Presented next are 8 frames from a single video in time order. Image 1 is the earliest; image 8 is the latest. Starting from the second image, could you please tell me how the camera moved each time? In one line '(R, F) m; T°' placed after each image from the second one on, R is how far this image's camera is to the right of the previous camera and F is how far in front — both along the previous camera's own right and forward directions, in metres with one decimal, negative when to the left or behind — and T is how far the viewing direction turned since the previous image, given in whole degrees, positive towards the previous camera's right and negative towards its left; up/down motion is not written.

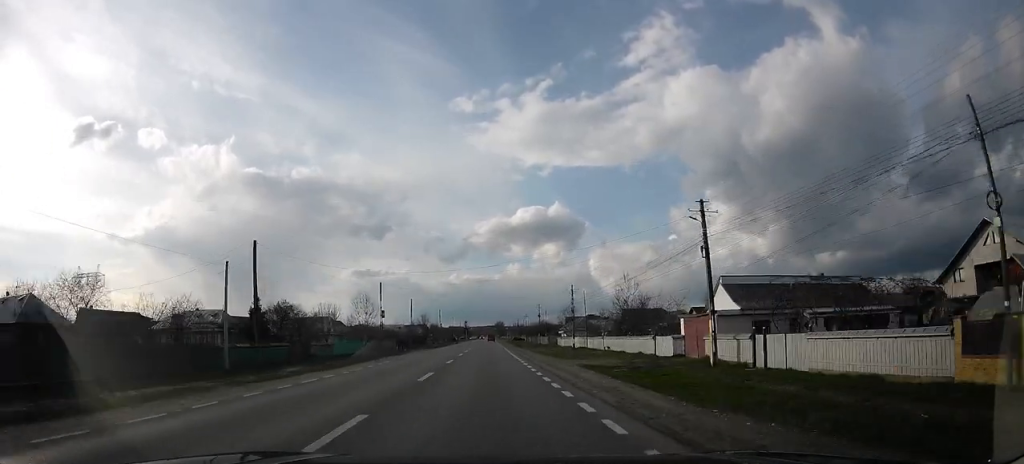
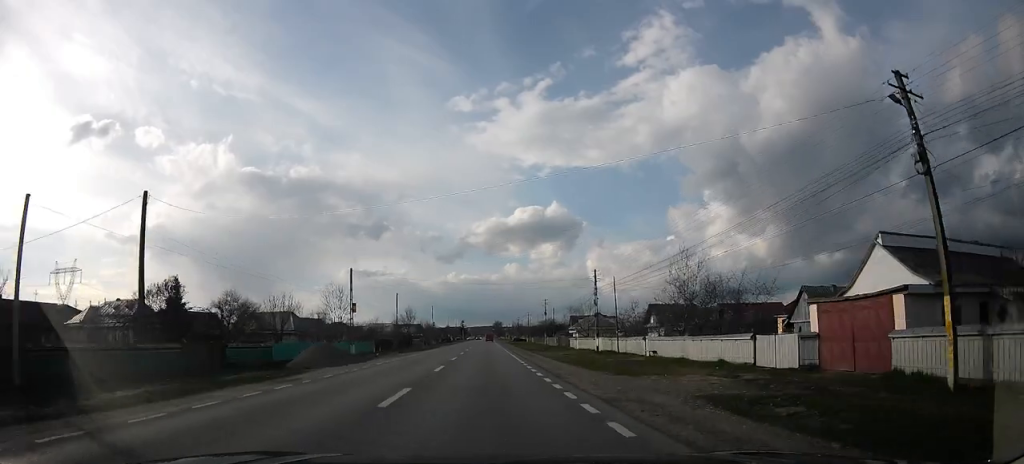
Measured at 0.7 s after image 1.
(+0.1, +14.0) m; 0°
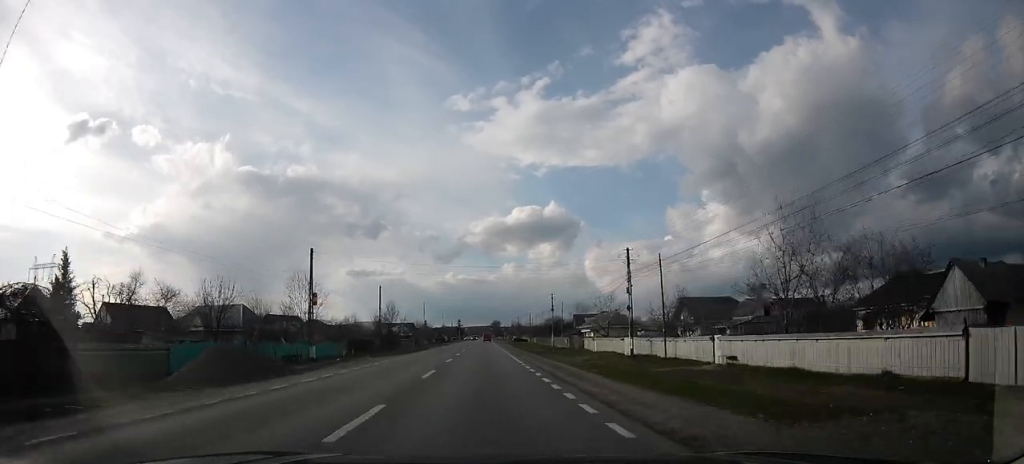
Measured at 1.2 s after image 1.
(0.0, +11.9) m; 0°
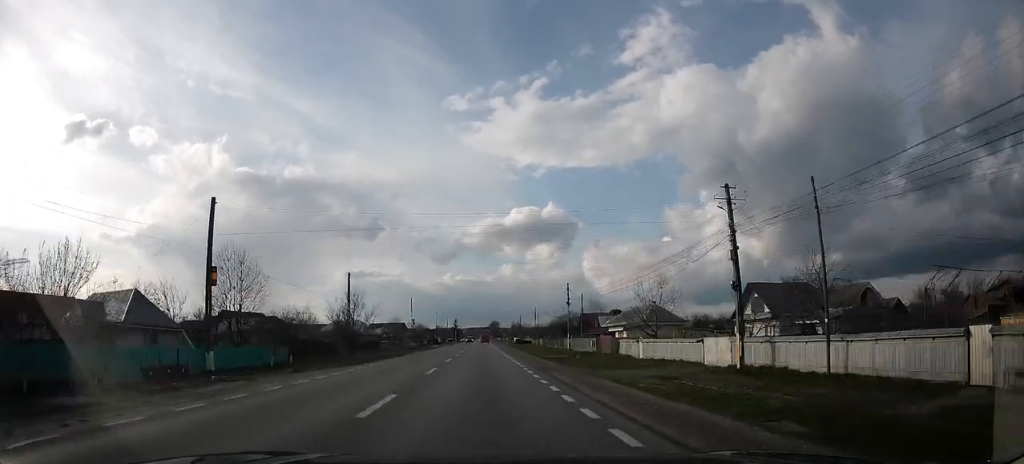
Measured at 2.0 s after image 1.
(0.0, +16.0) m; +1°
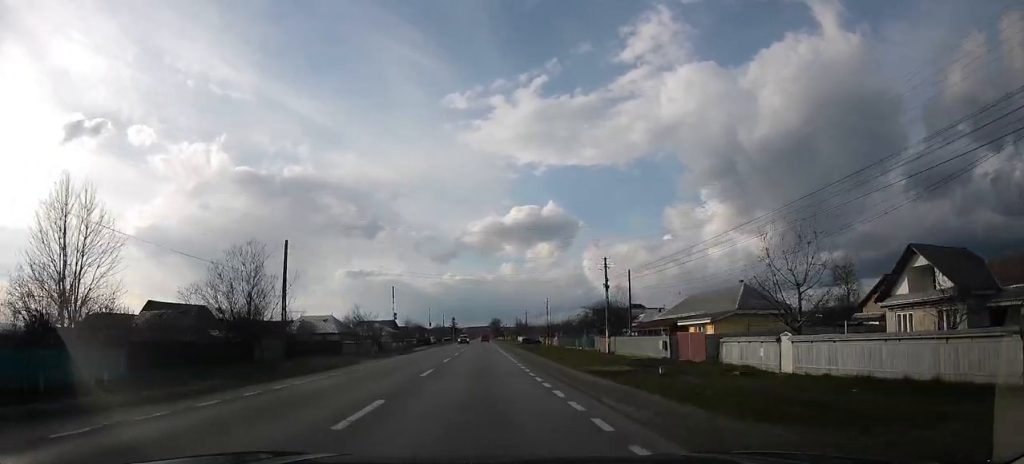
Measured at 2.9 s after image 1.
(+0.1, +18.9) m; +1°
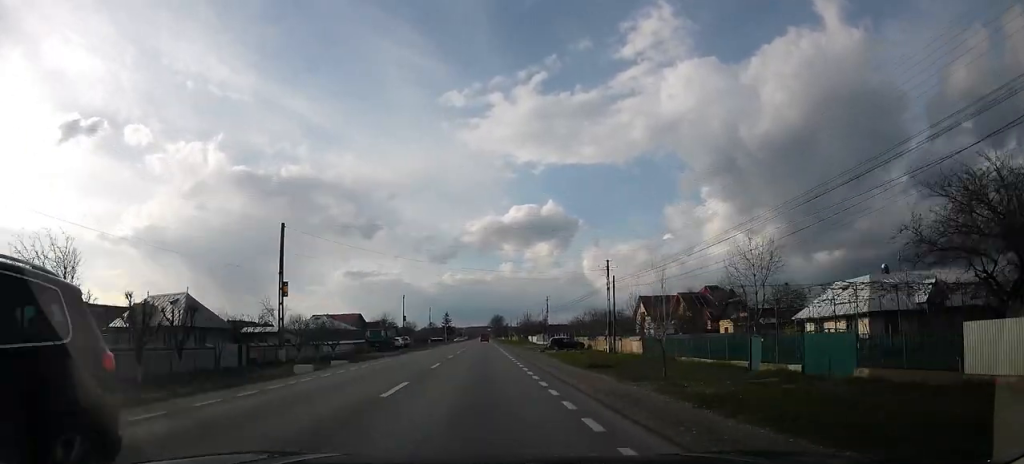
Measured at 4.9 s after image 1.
(+0.4, +41.7) m; +1°
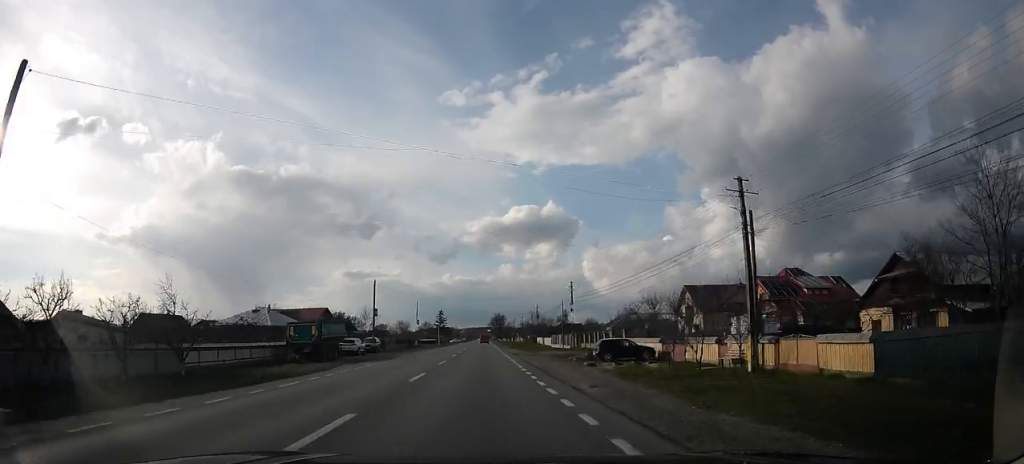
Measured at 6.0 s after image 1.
(0.0, +23.5) m; 0°
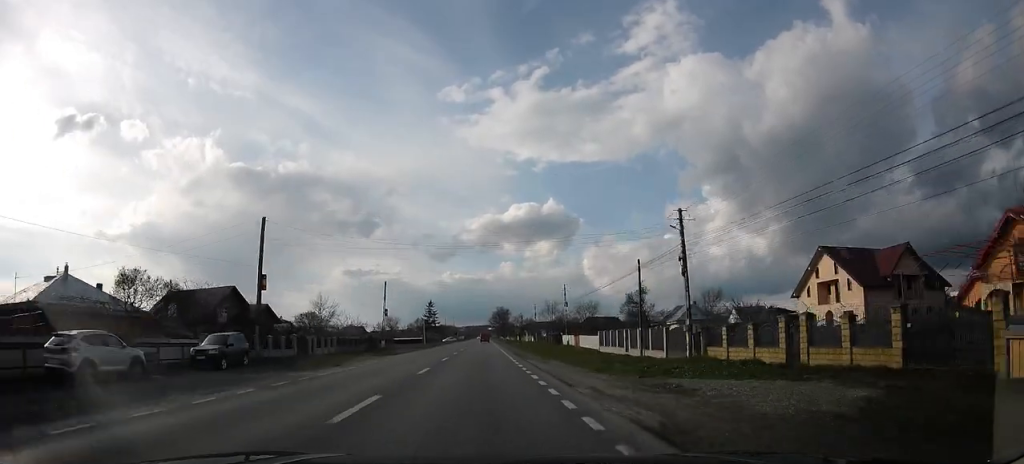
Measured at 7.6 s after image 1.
(0.0, +34.3) m; 0°
